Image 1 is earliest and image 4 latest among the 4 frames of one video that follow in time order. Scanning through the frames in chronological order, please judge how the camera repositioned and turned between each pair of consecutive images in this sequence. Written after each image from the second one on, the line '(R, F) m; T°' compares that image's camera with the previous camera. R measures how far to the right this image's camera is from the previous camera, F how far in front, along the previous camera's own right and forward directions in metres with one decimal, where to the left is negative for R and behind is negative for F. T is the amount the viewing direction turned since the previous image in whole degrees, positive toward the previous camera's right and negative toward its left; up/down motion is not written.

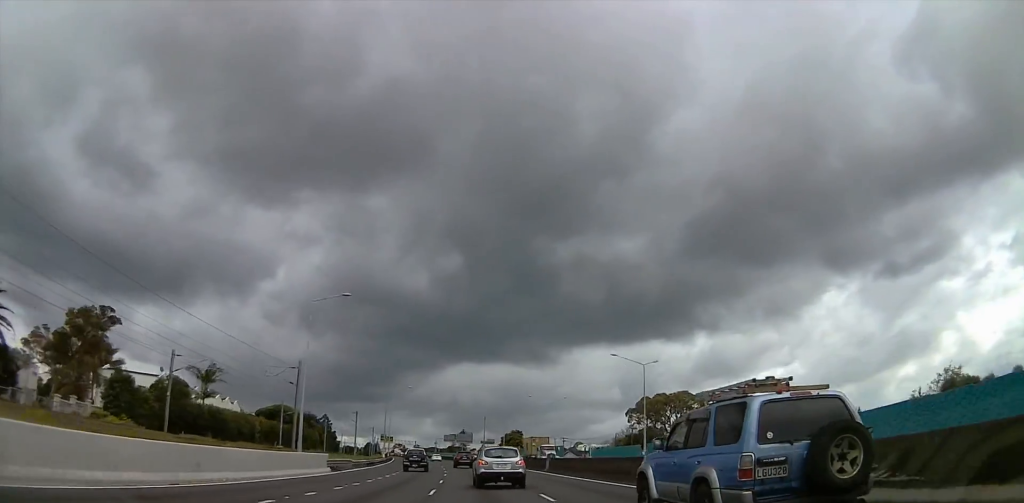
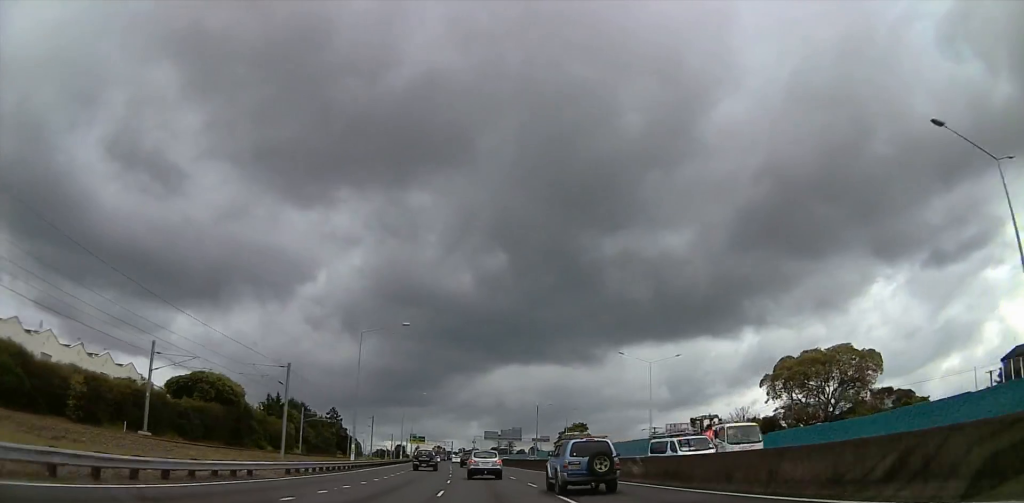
(-1.4, +49.2) m; -2°
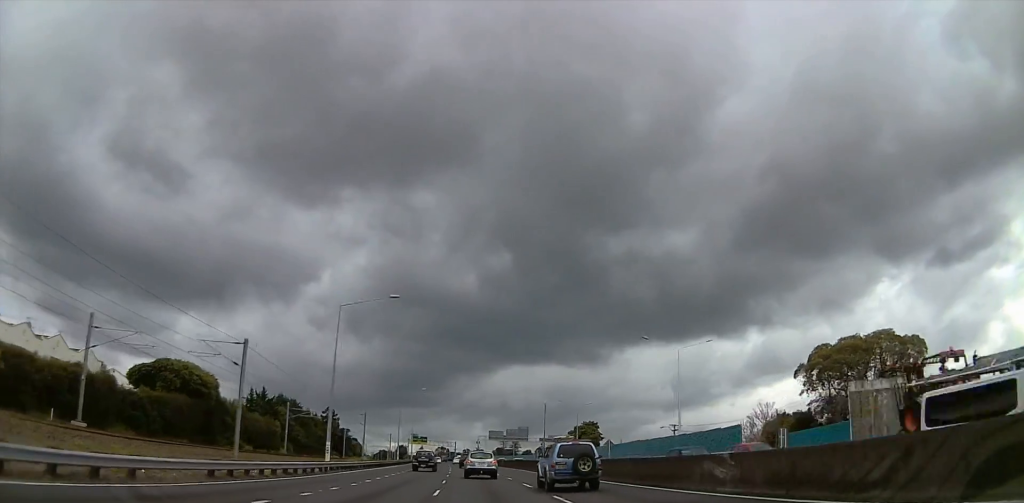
(0.0, +9.5) m; -1°
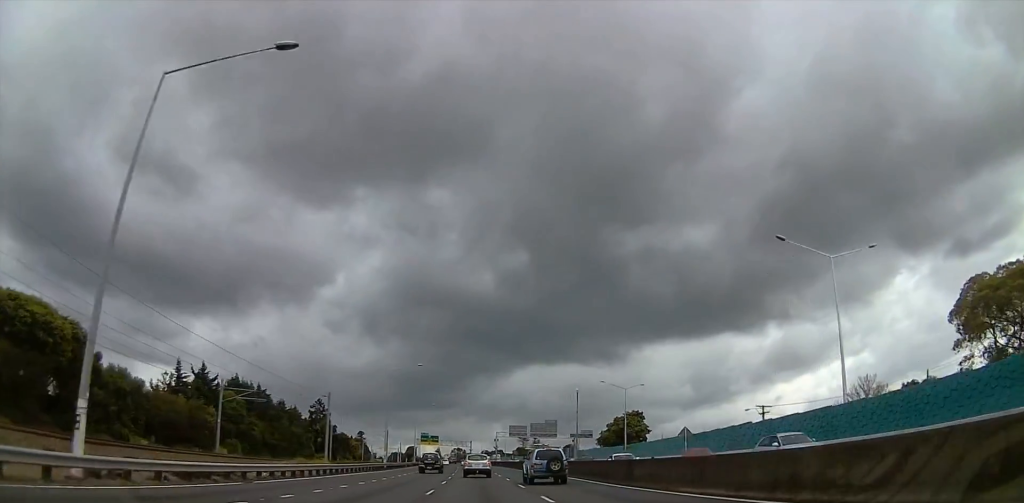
(-0.5, +28.1) m; -2°
